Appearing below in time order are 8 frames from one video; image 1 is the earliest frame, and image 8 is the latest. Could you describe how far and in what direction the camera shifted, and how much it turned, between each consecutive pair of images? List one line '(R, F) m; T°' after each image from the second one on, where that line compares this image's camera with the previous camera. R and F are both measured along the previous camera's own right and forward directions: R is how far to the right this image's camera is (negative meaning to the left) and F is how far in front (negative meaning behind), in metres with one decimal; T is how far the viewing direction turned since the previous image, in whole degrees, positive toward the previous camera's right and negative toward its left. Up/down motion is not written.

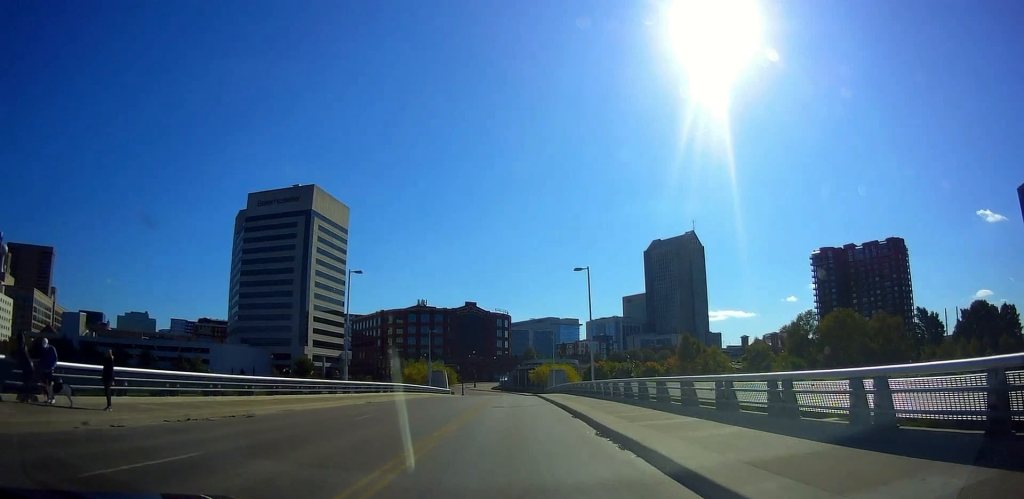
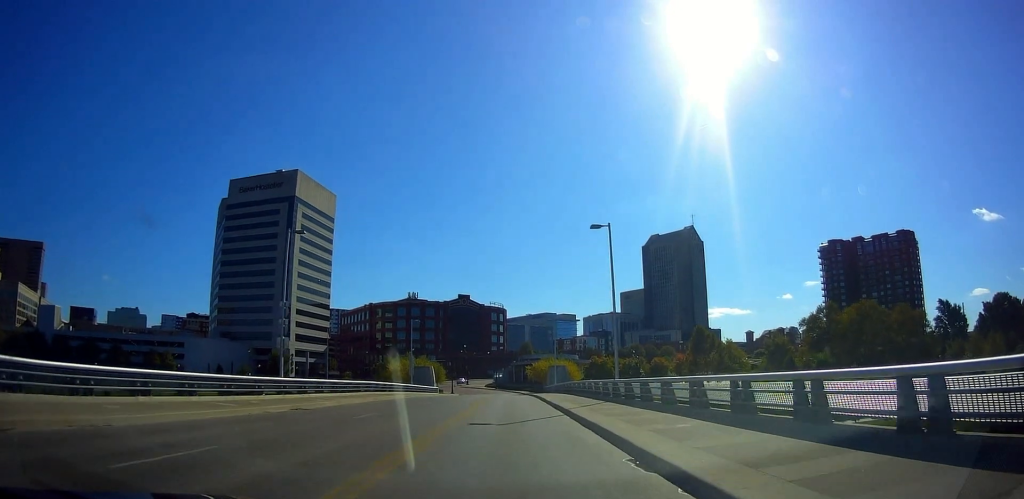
(0.0, +11.6) m; 0°
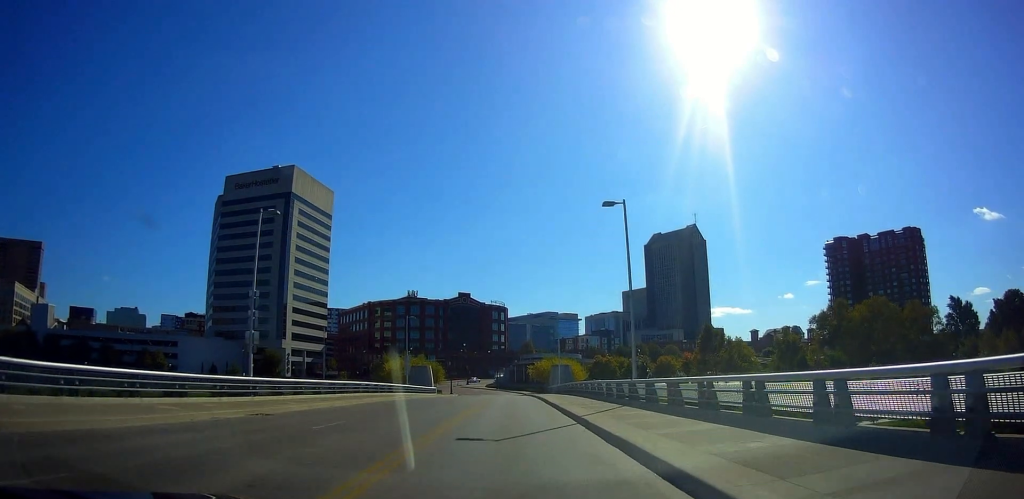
(0.0, +4.2) m; -1°
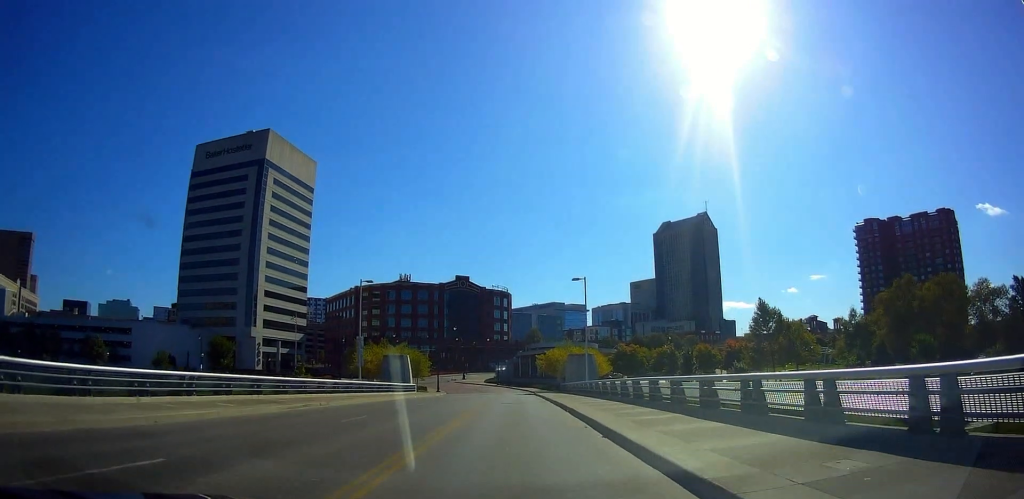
(+1.4, +22.2) m; +4°
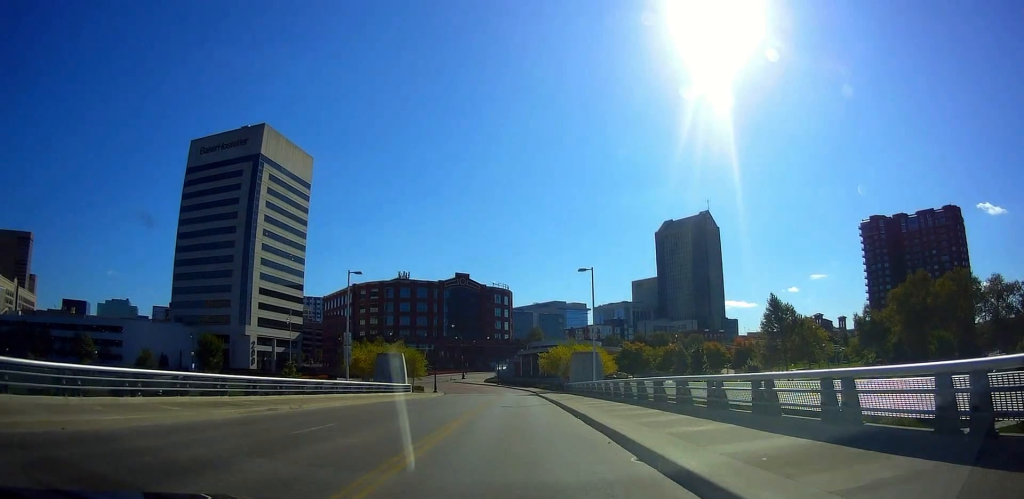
(-0.4, +3.8) m; -2°
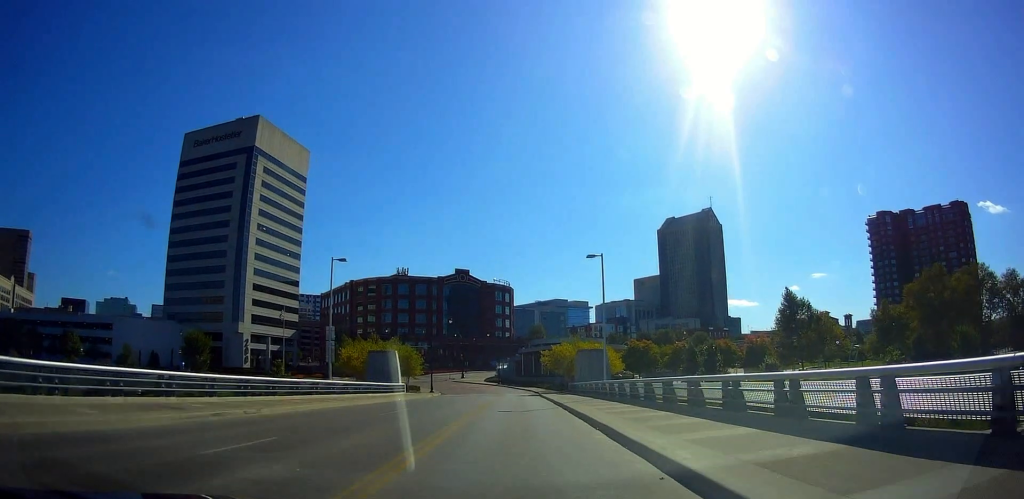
(-0.4, +4.1) m; -2°
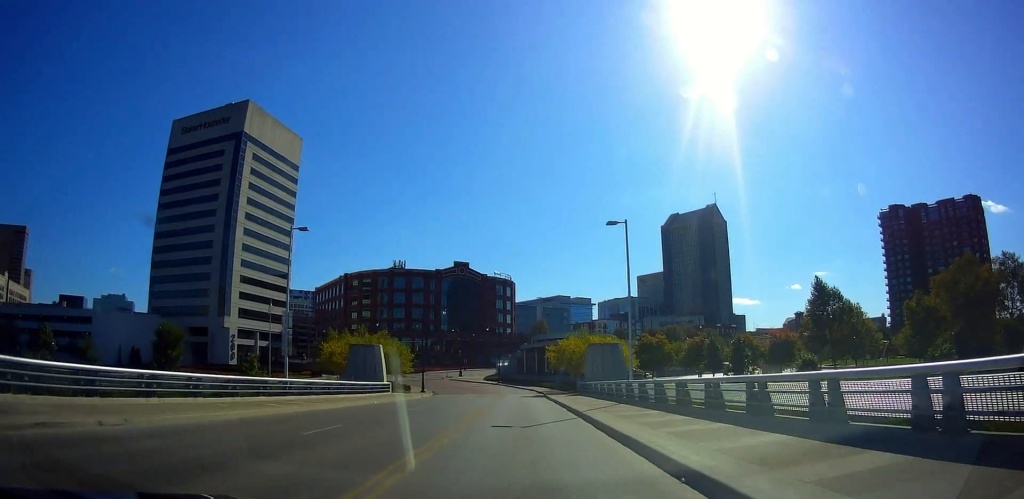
(+0.1, +8.1) m; -1°
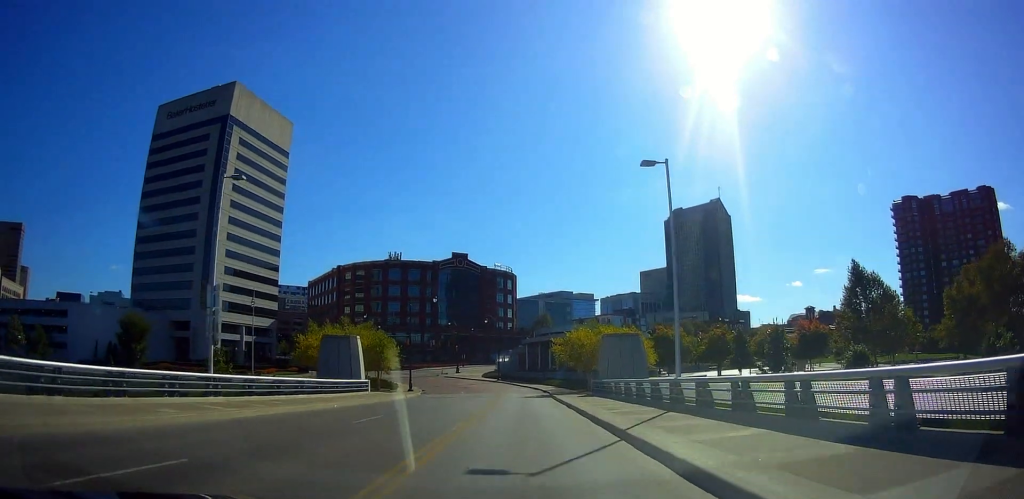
(0.0, +8.5) m; +1°
